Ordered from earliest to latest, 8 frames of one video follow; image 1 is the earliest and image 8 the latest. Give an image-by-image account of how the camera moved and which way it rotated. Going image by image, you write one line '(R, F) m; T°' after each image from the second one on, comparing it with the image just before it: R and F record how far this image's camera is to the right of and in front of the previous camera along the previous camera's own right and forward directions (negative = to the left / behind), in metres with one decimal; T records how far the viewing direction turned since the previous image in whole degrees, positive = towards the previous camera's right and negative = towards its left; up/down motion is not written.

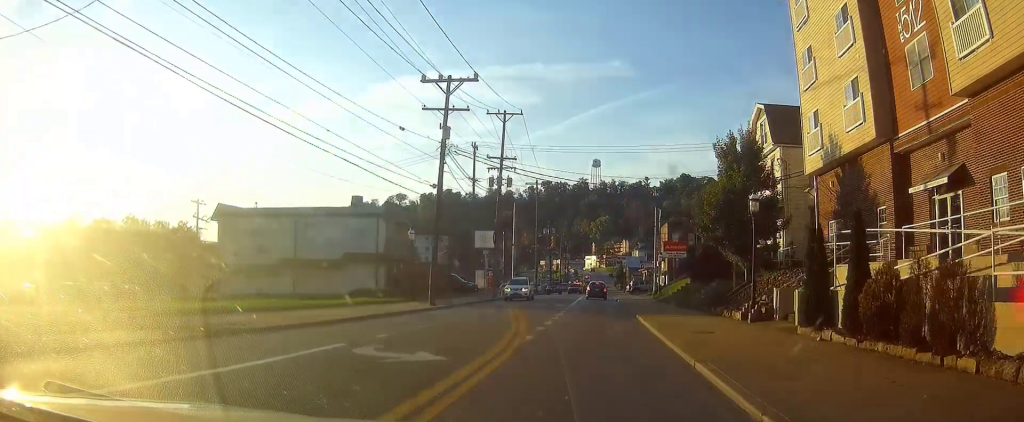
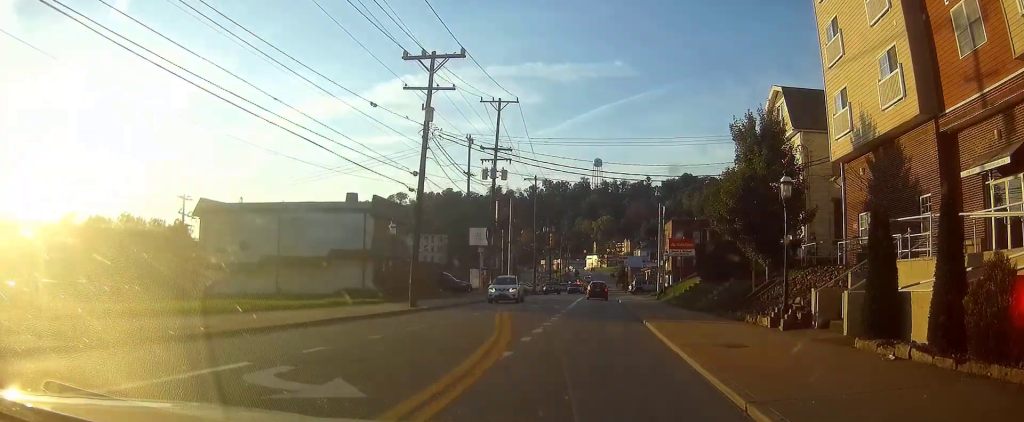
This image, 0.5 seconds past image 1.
(0.0, +3.5) m; -1°
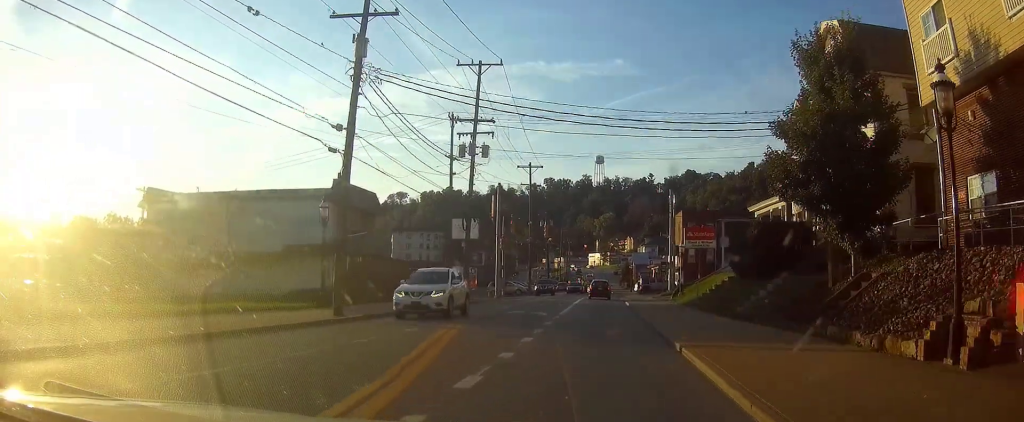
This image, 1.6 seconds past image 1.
(-0.1, +8.7) m; -2°
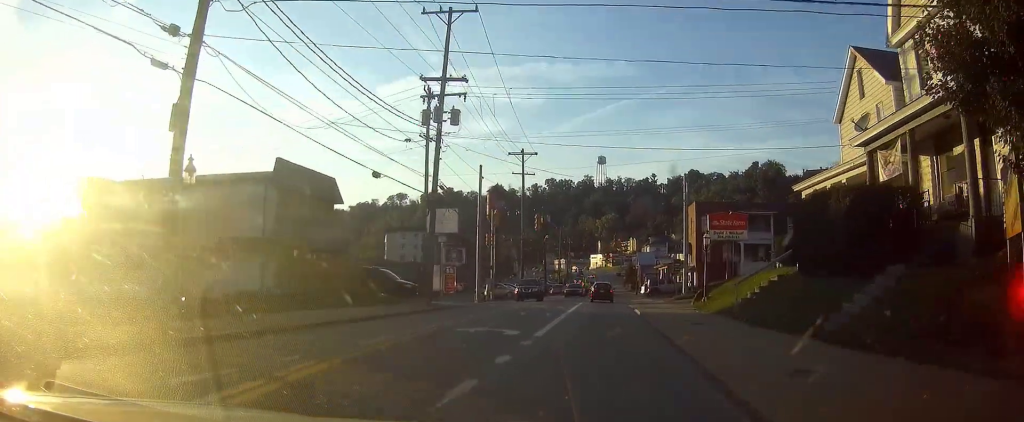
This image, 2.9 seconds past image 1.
(-0.2, +9.0) m; 0°
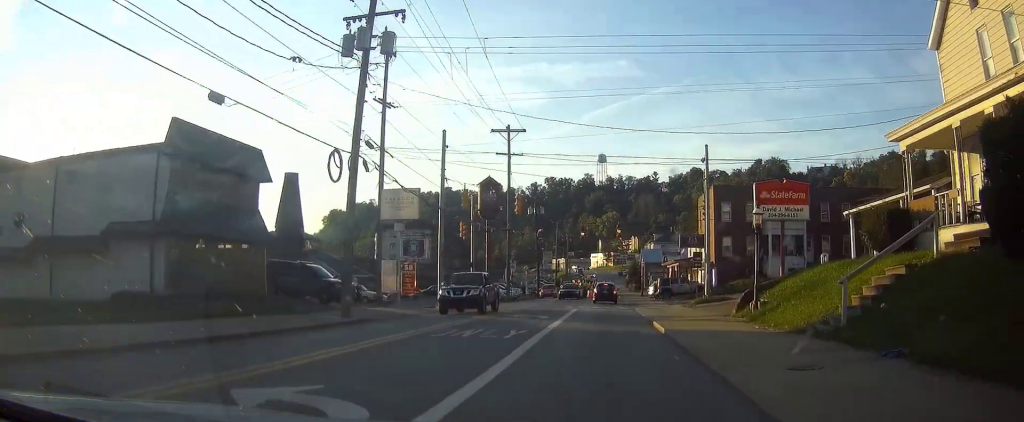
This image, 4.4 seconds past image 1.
(+0.2, +10.8) m; +2°
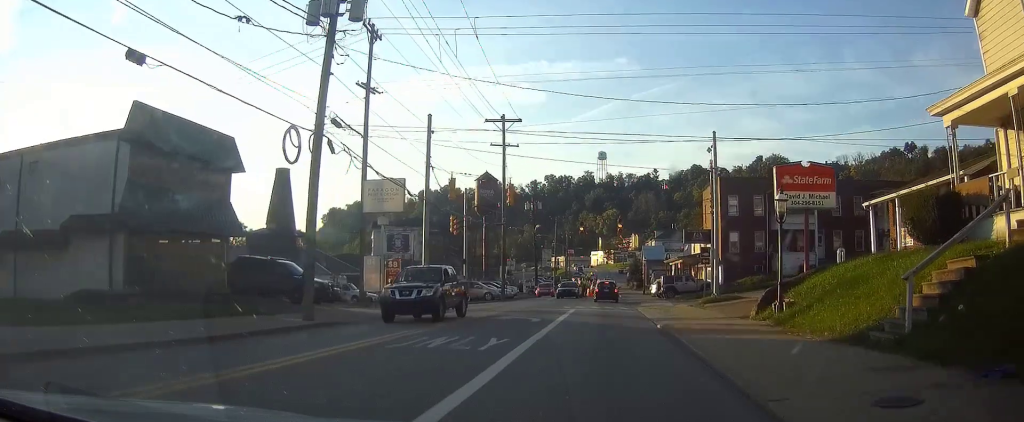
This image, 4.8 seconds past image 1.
(0.0, +3.1) m; 0°
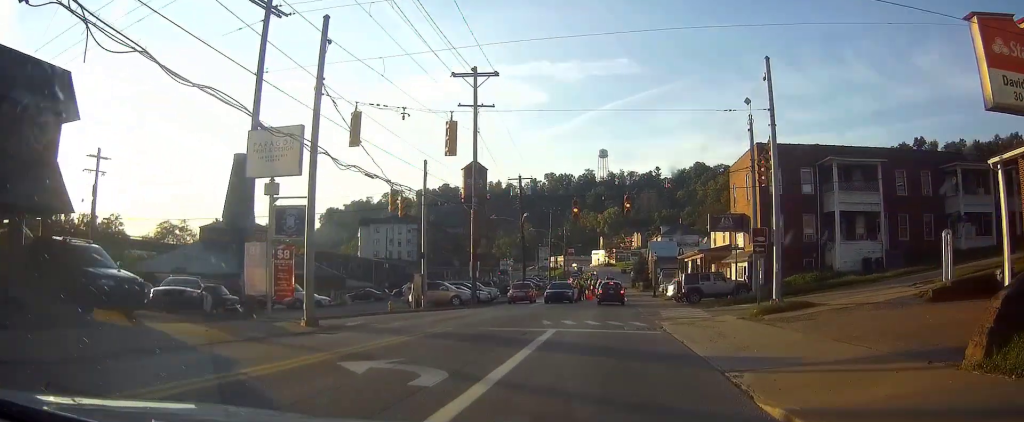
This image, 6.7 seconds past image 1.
(-0.1, +13.5) m; 0°
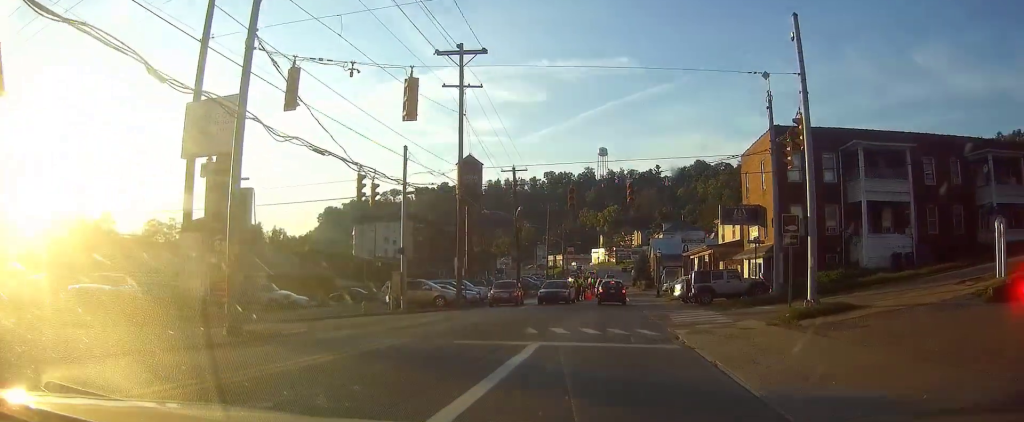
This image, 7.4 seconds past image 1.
(0.0, +4.5) m; 0°
